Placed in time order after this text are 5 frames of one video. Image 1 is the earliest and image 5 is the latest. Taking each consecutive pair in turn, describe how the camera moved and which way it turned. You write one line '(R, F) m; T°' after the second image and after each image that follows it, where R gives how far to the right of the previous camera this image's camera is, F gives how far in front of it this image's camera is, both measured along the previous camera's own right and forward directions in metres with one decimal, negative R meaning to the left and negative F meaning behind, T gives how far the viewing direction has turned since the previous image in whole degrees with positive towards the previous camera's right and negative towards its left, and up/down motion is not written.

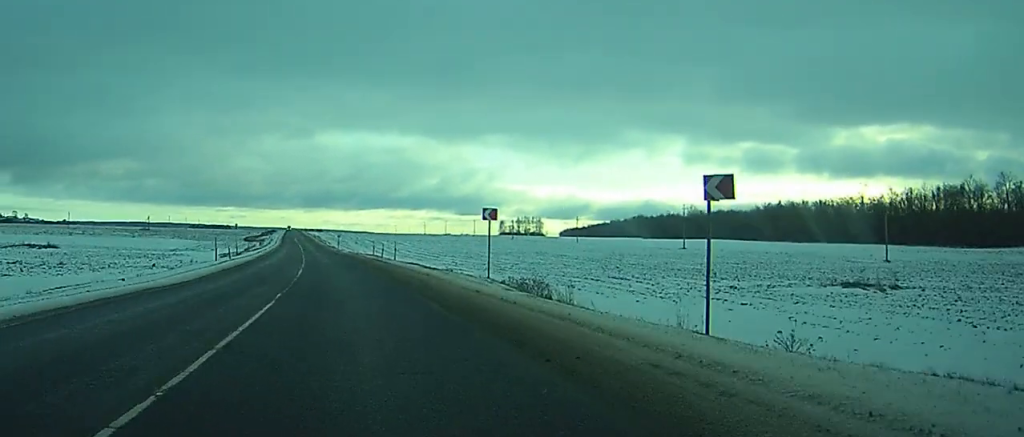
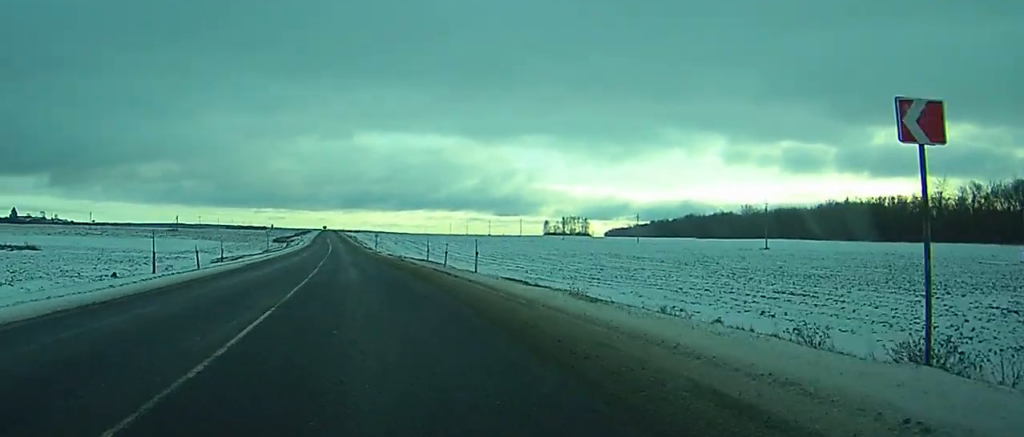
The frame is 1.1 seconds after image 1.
(-0.6, +26.6) m; -3°
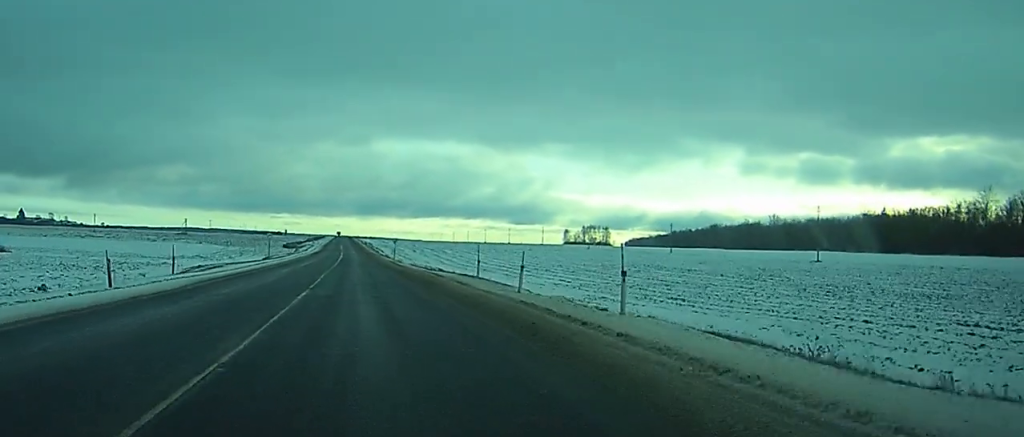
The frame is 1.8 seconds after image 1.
(-0.3, +17.2) m; -1°
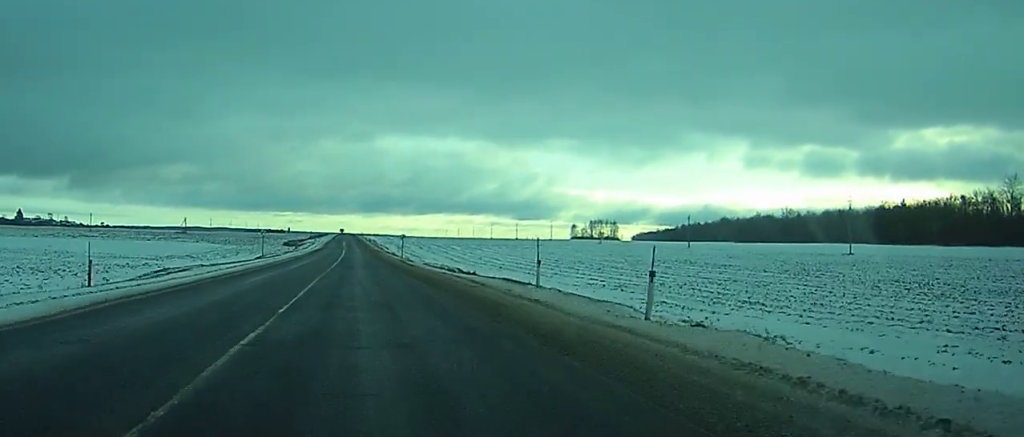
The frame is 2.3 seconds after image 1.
(-0.2, +11.6) m; -1°
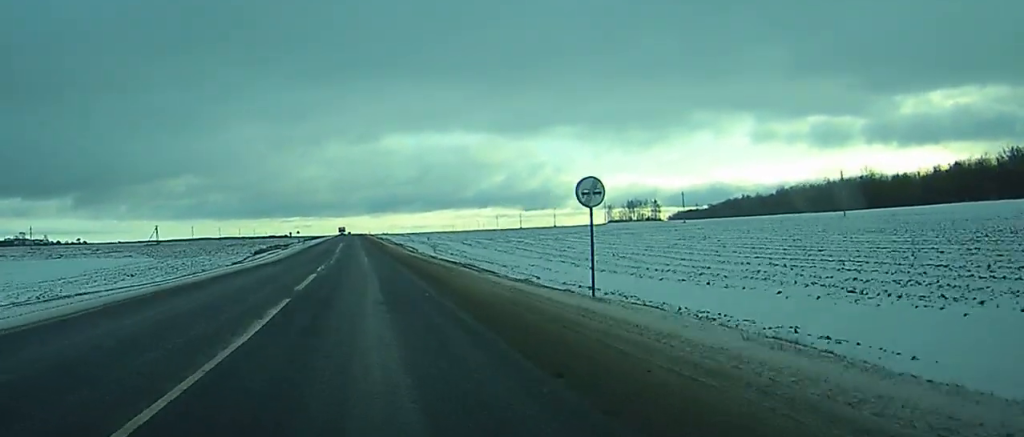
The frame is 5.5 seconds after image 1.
(-1.3, +82.5) m; -1°
